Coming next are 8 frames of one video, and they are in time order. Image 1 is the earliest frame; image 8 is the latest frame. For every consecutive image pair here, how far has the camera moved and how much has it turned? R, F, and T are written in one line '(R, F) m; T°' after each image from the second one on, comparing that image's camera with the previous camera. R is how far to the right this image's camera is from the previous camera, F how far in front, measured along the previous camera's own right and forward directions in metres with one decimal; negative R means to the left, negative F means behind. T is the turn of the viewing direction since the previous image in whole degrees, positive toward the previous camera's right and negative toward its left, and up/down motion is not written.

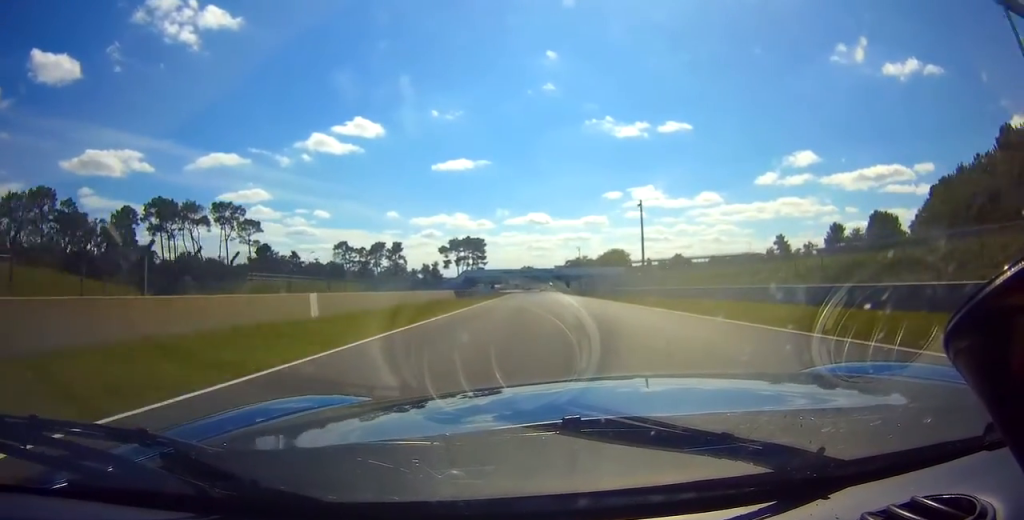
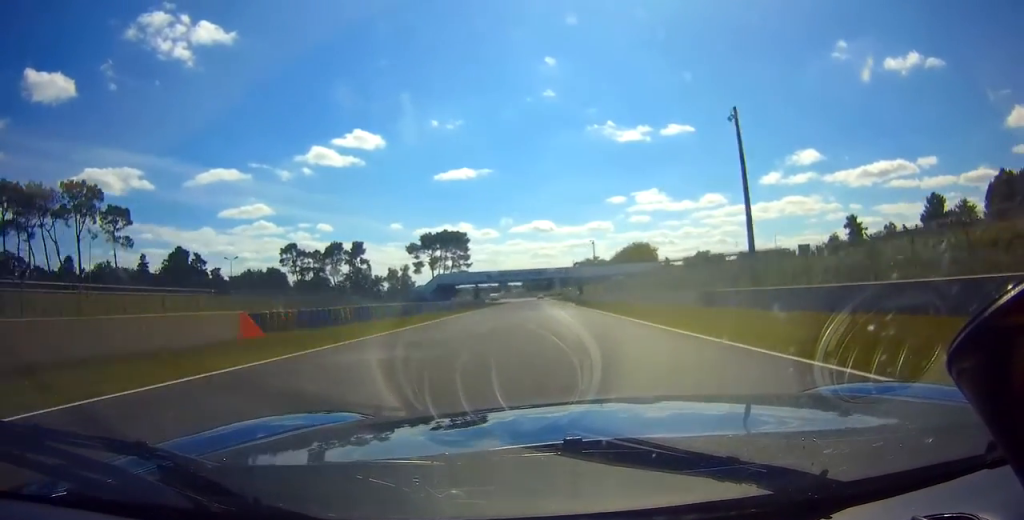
(-0.1, +50.4) m; 0°
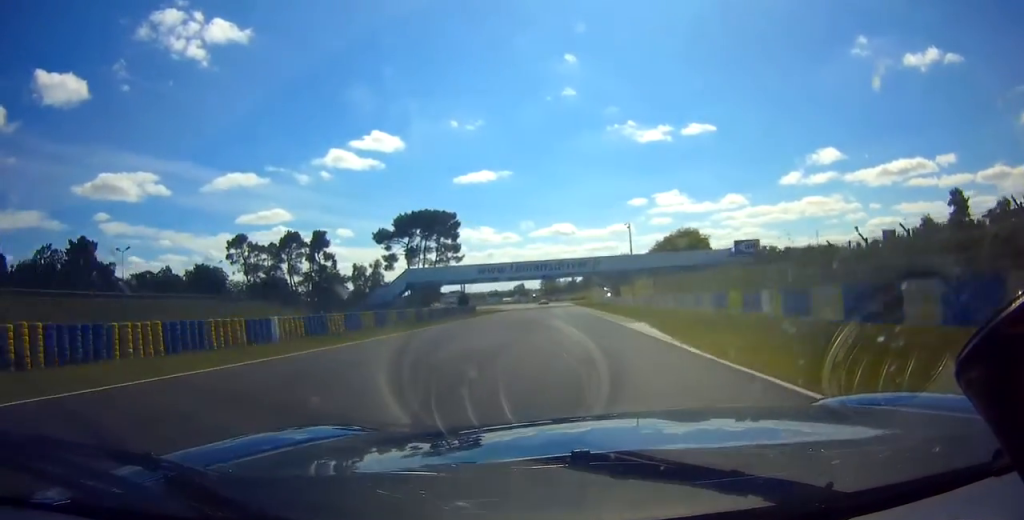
(-0.1, +40.6) m; 0°
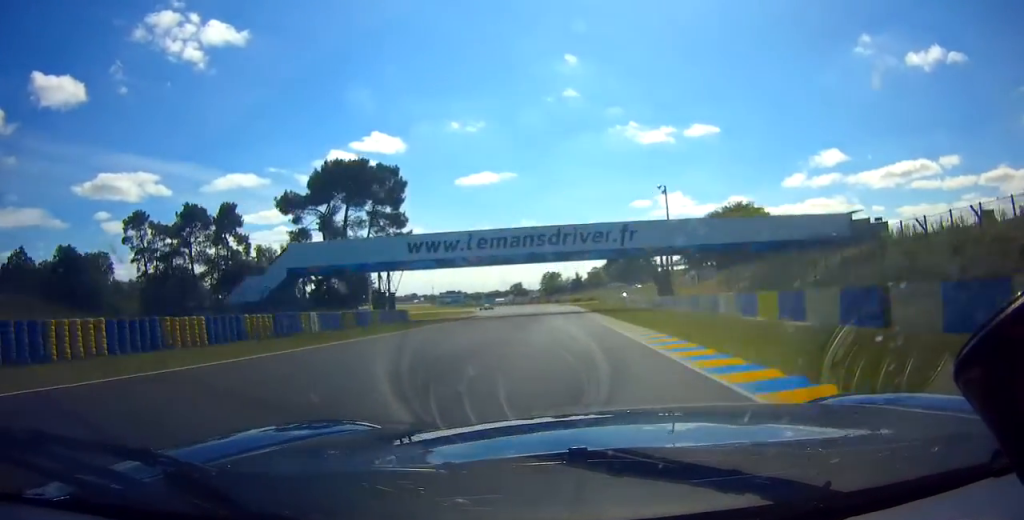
(-0.1, +39.3) m; -1°
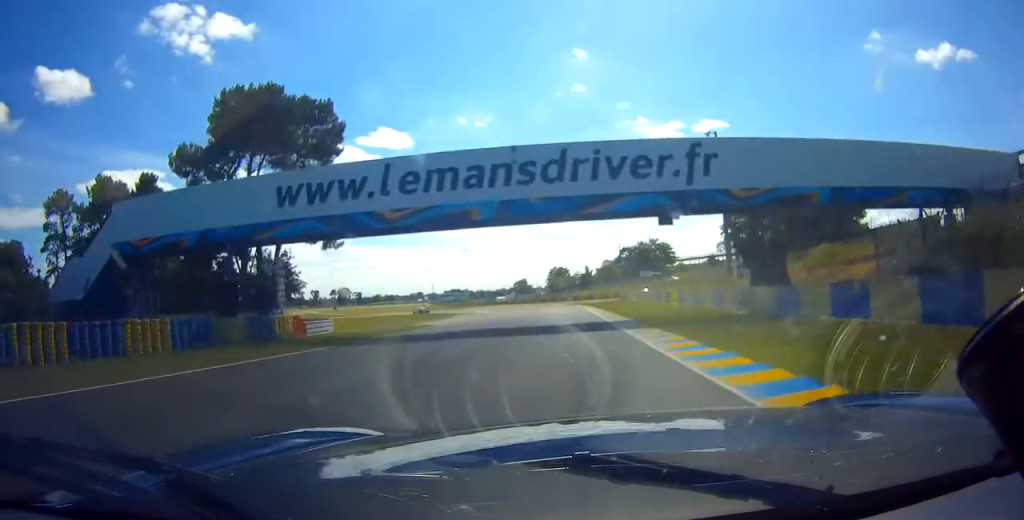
(0.0, +23.6) m; -2°
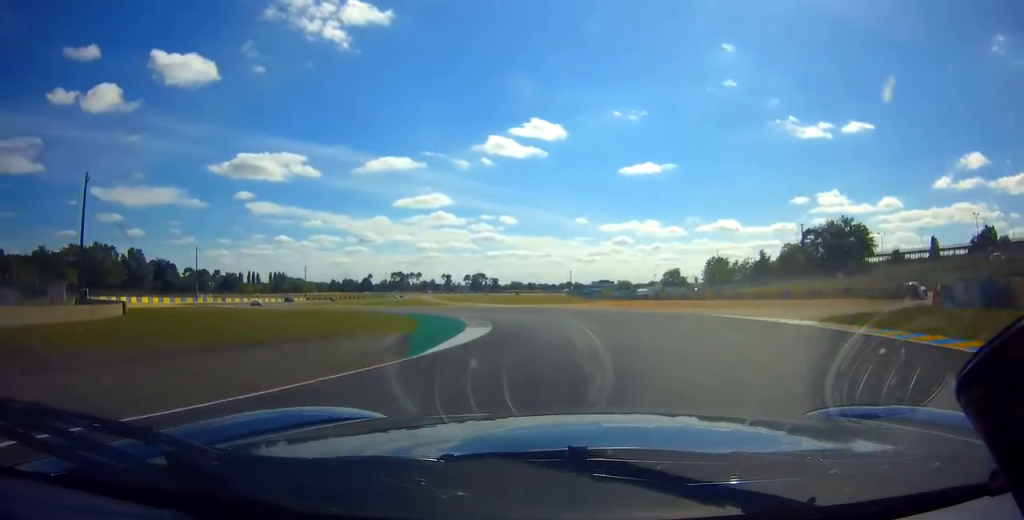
(-9.0, +61.5) m; -24°
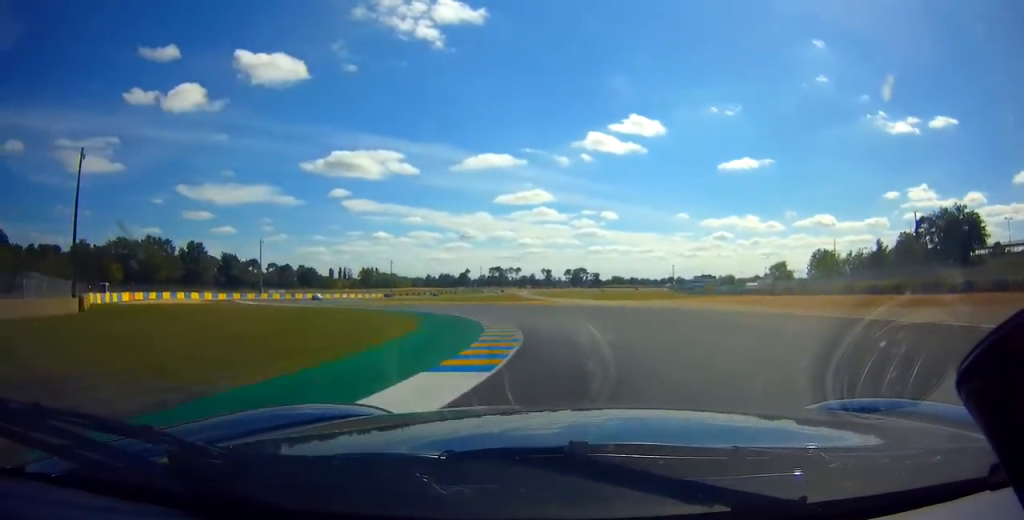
(-2.2, +13.9) m; -11°
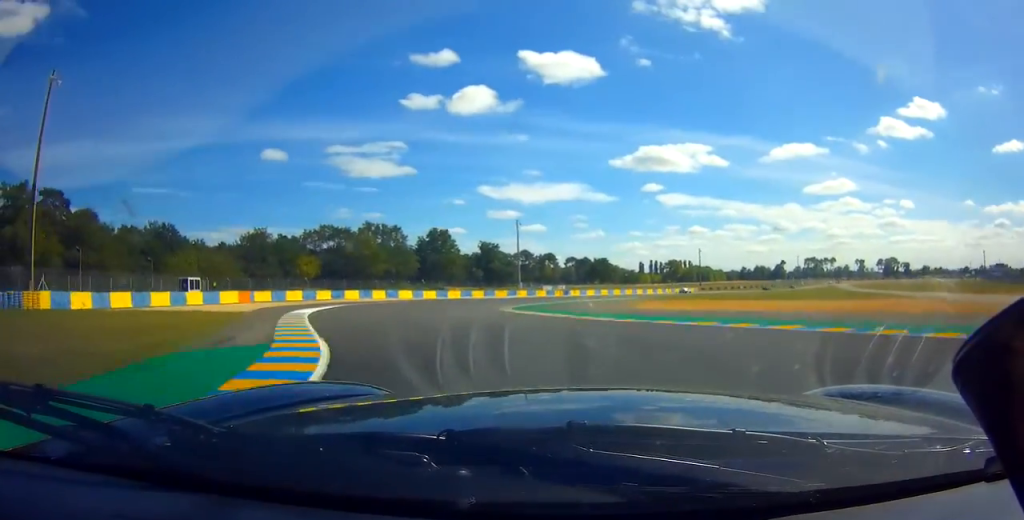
(-8.4, +37.4) m; -19°
